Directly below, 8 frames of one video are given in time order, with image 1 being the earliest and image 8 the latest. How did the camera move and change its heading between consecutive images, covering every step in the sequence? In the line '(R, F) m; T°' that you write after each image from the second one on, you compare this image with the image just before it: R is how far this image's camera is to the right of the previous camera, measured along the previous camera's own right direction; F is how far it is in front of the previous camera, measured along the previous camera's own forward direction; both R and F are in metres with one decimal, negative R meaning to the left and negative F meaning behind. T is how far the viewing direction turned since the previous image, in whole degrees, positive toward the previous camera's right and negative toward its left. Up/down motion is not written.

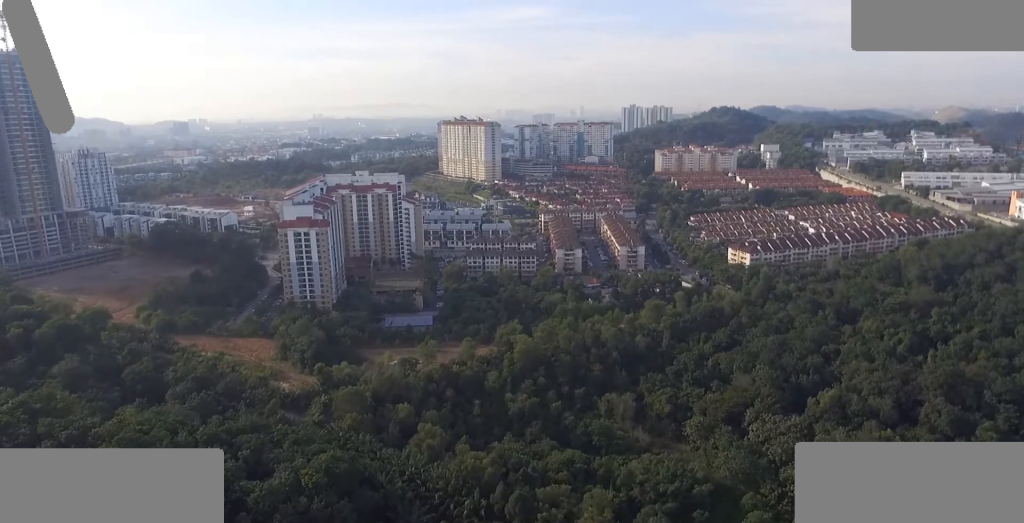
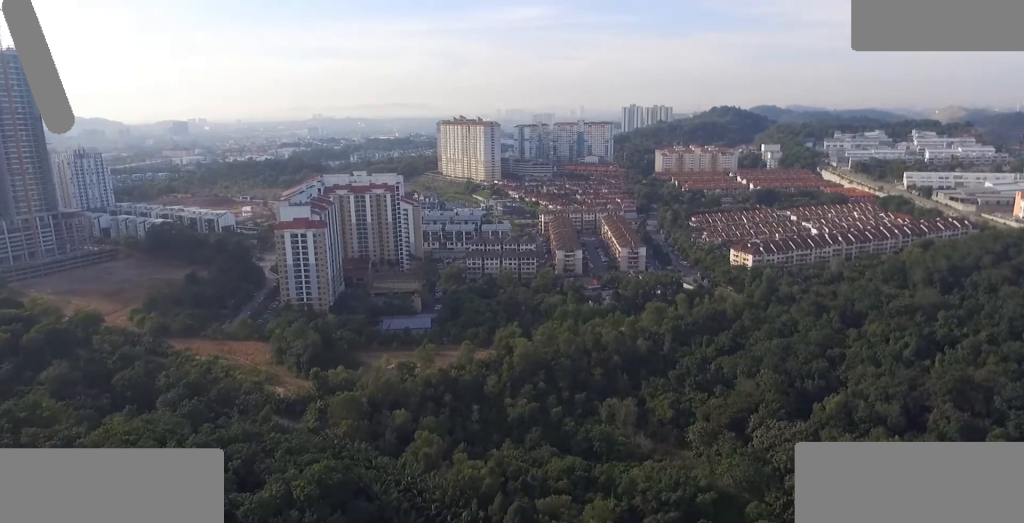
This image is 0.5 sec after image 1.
(0.0, +4.8) m; 0°
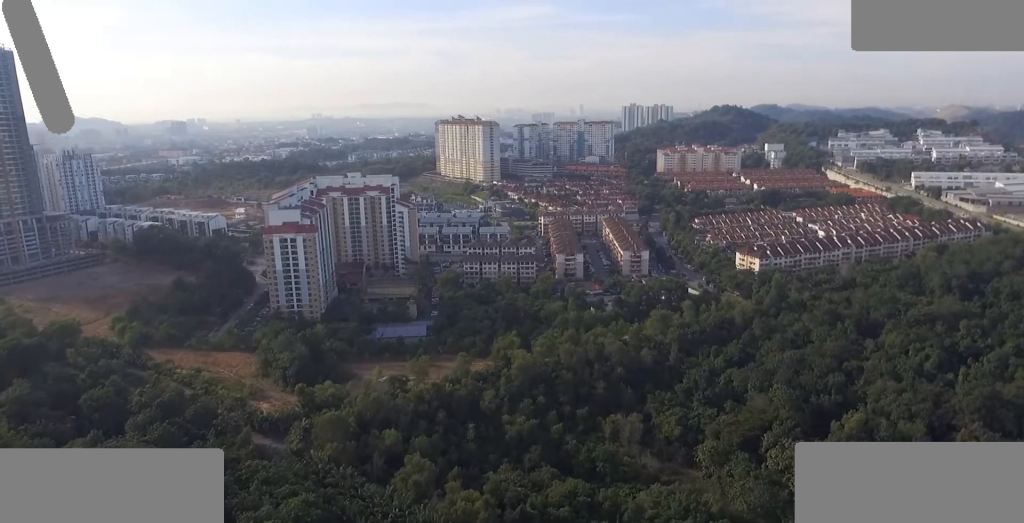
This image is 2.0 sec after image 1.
(0.0, +15.1) m; 0°
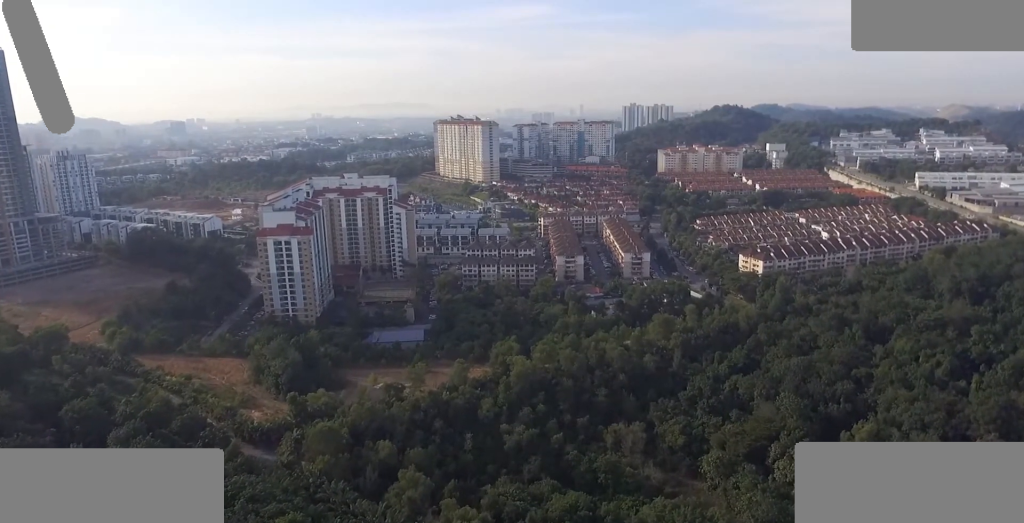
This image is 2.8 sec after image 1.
(0.0, +7.5) m; 0°
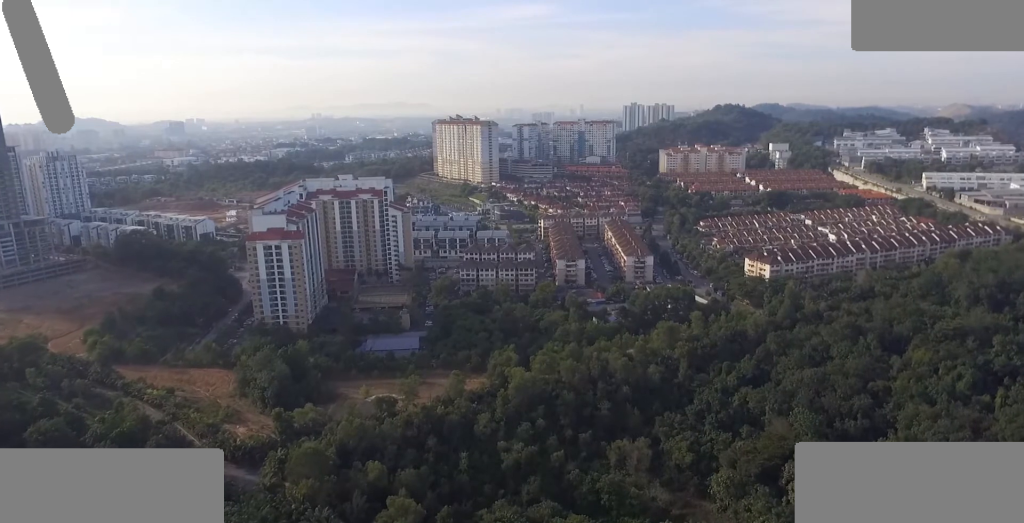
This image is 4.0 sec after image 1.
(0.0, +12.6) m; 0°
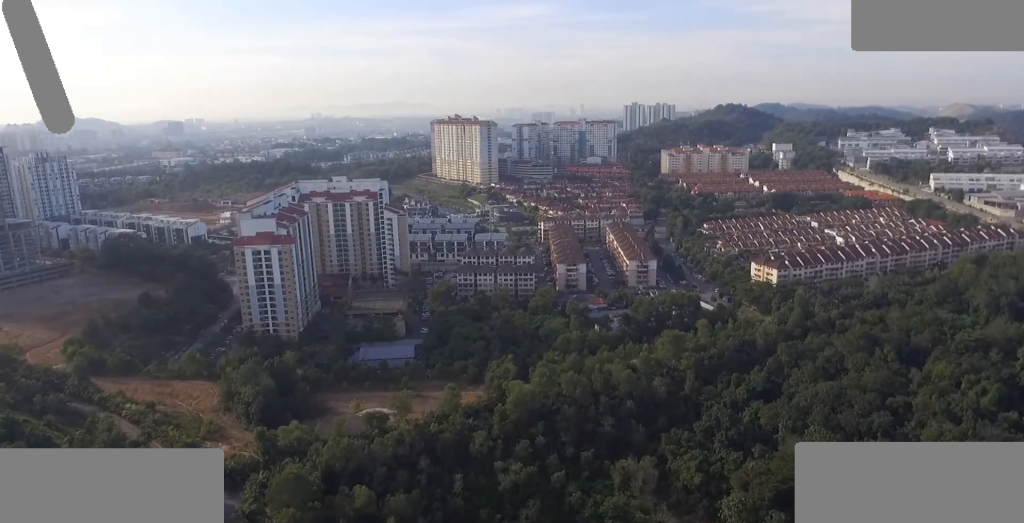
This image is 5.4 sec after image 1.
(0.0, +13.0) m; 0°
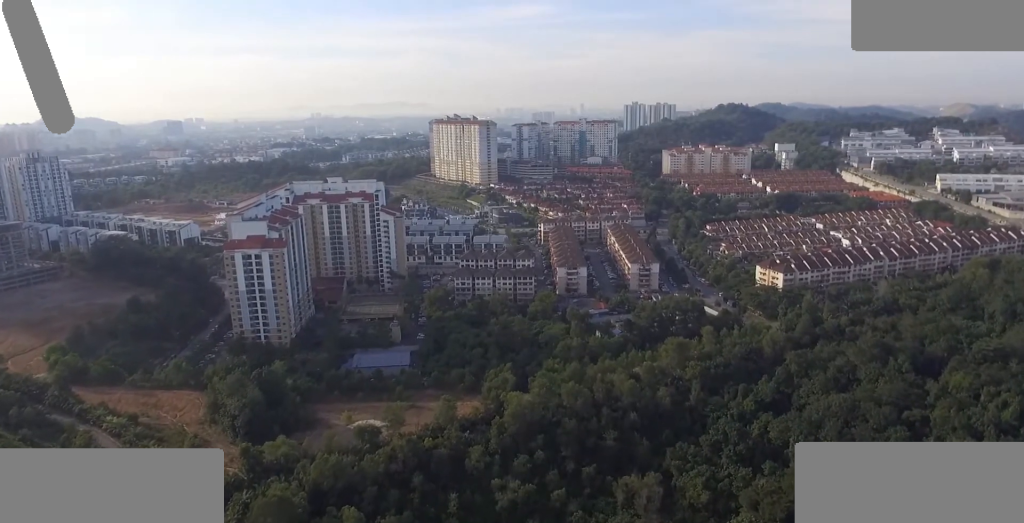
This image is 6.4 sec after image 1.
(0.0, +10.2) m; 0°
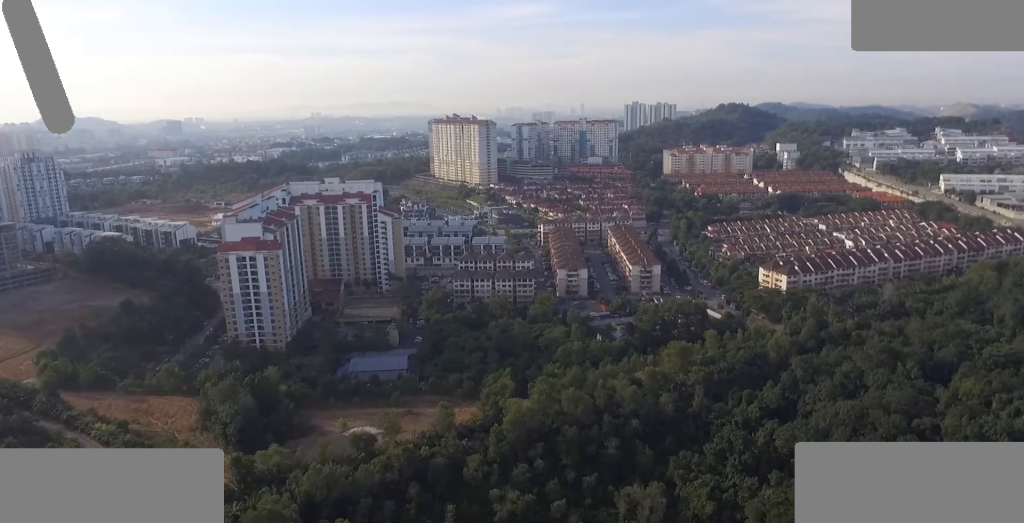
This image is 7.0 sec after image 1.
(0.0, +5.9) m; 0°
